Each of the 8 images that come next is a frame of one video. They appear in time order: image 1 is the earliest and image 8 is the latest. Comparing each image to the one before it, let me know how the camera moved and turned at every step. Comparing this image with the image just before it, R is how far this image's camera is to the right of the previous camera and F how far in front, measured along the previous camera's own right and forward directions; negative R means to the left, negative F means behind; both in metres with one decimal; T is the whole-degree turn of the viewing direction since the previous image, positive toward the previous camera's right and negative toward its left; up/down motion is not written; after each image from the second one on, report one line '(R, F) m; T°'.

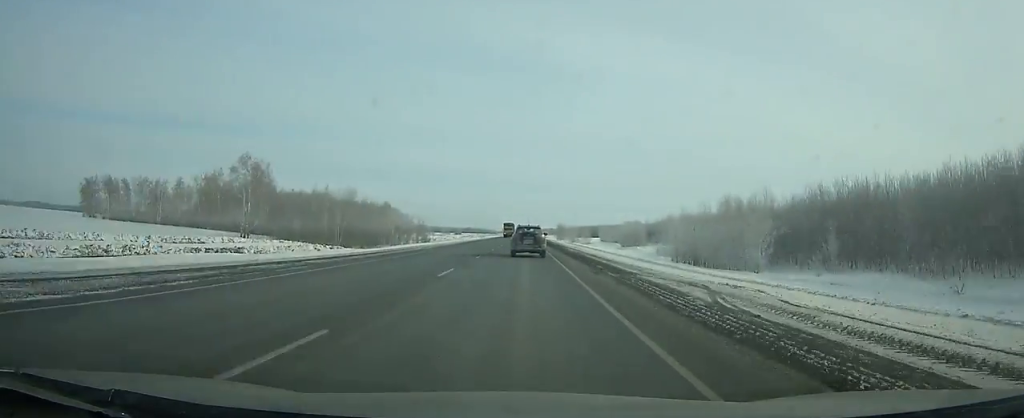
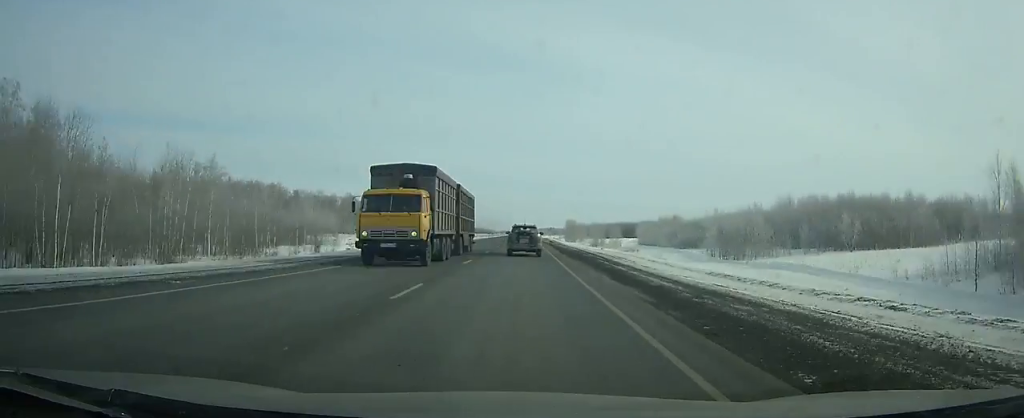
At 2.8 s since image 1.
(0.0, +76.4) m; 0°
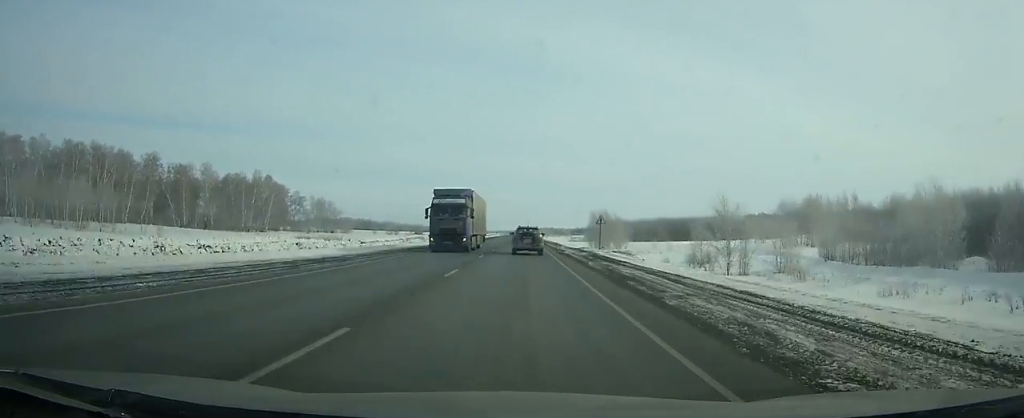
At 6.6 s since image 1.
(+0.1, +99.9) m; 0°
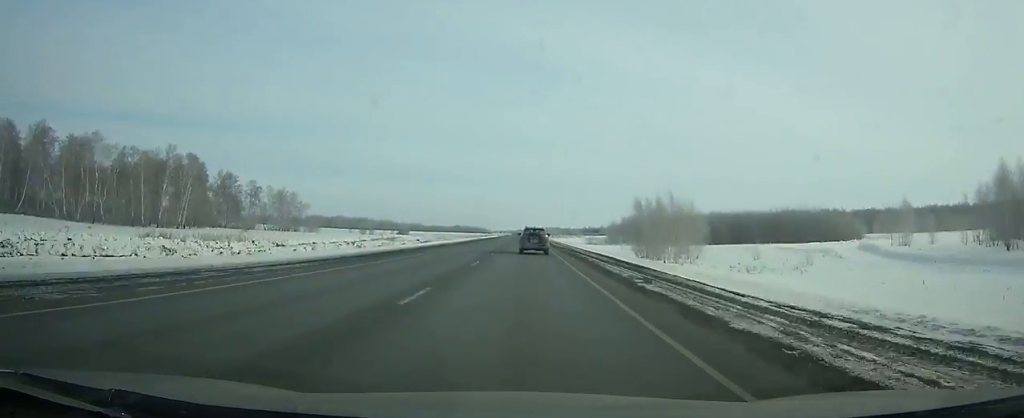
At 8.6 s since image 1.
(0.0, +51.2) m; 0°
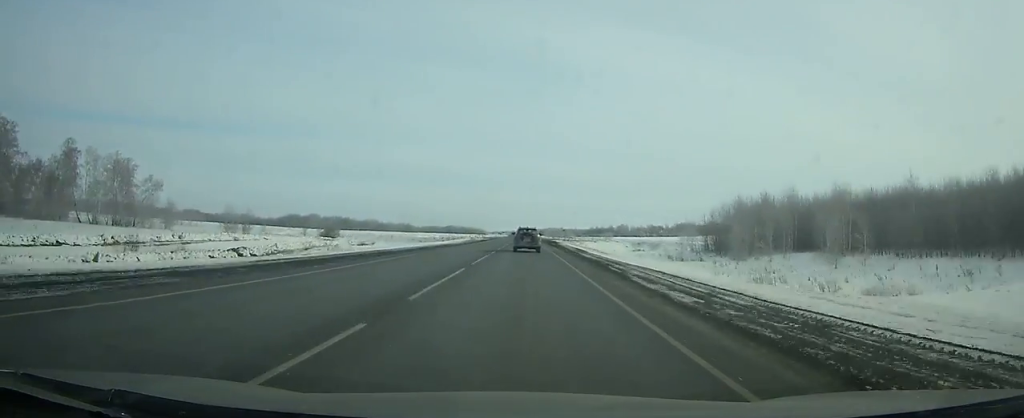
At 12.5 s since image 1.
(0.0, +103.3) m; 0°
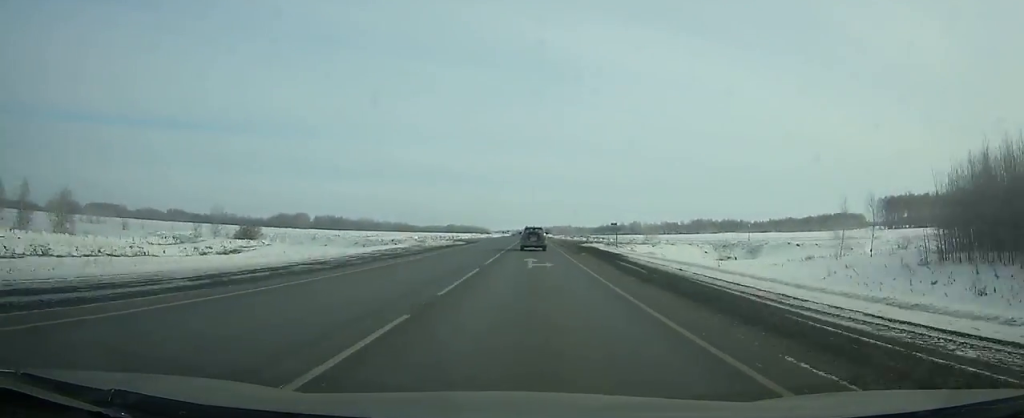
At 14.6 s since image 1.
(-0.1, +56.1) m; 0°
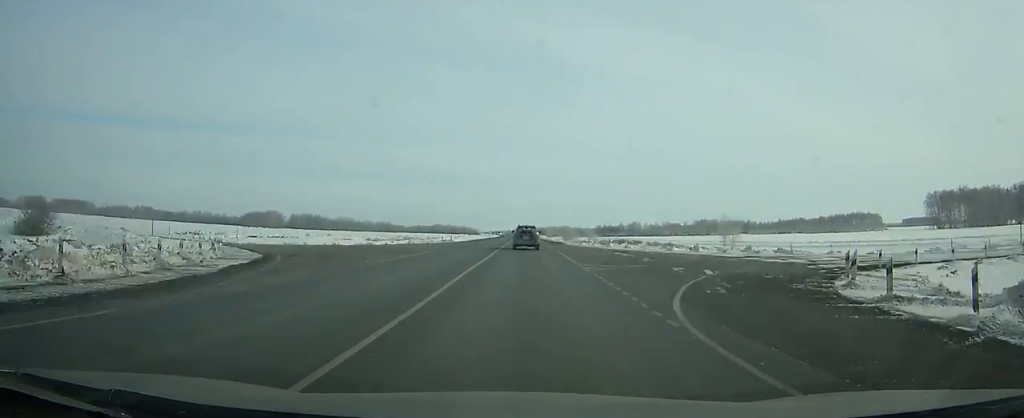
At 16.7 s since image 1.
(0.0, +58.1) m; 0°
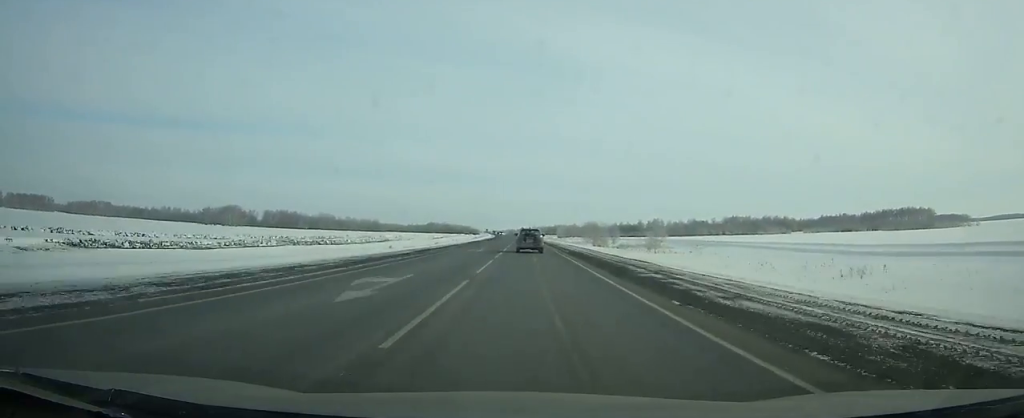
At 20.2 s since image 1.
(0.0, +101.2) m; 0°
